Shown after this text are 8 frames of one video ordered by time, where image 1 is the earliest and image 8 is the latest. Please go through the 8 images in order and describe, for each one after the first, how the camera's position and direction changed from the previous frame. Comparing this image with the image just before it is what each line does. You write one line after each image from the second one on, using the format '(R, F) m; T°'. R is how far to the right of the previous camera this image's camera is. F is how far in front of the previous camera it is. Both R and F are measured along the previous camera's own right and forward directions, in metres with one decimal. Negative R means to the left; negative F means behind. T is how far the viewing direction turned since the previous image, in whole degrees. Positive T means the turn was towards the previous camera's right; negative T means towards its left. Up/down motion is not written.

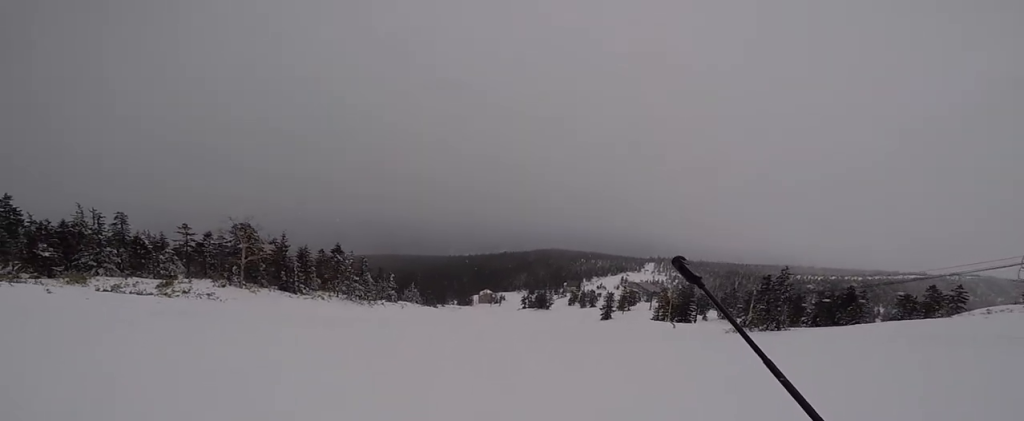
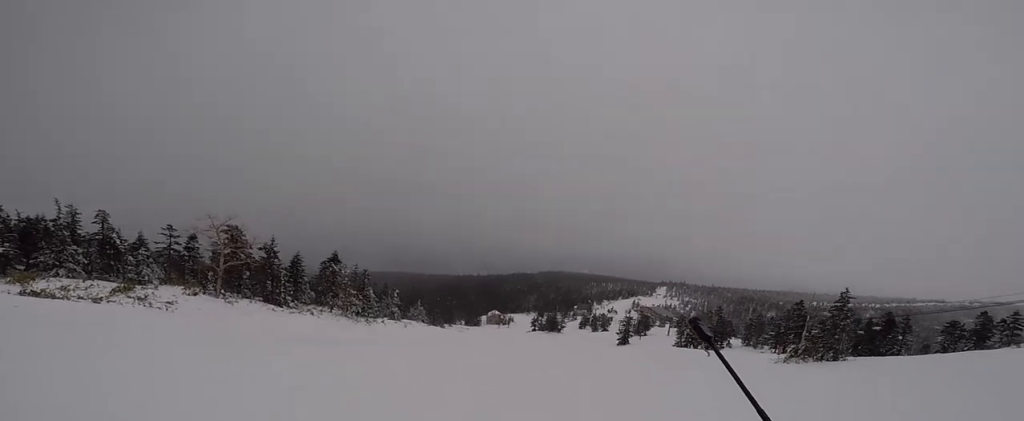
(-0.2, +7.7) m; -2°
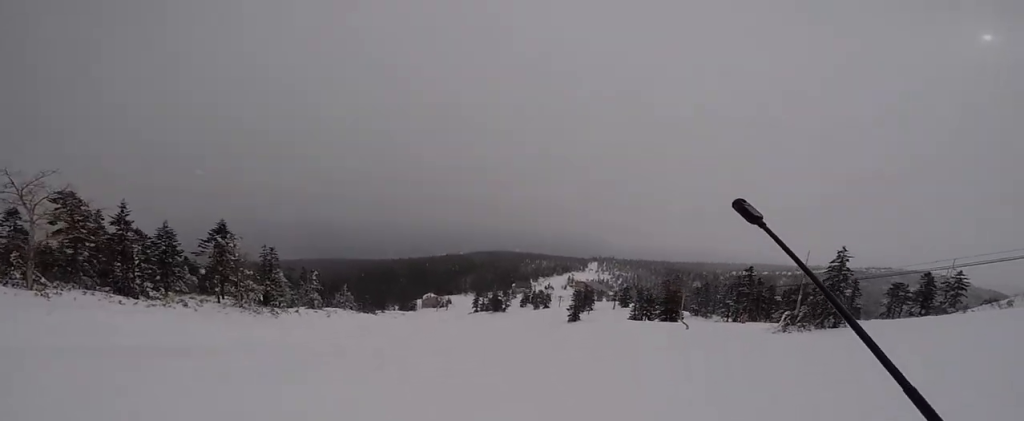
(-0.2, +11.4) m; +5°
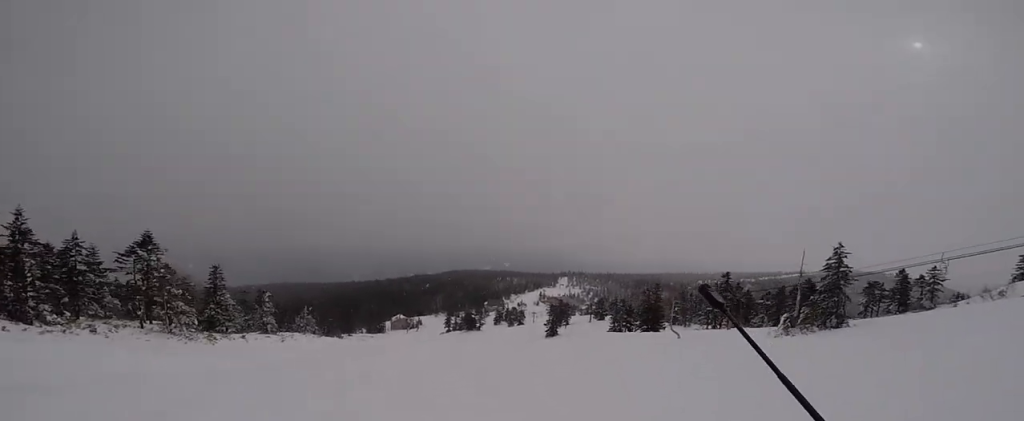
(-0.2, +4.8) m; +4°
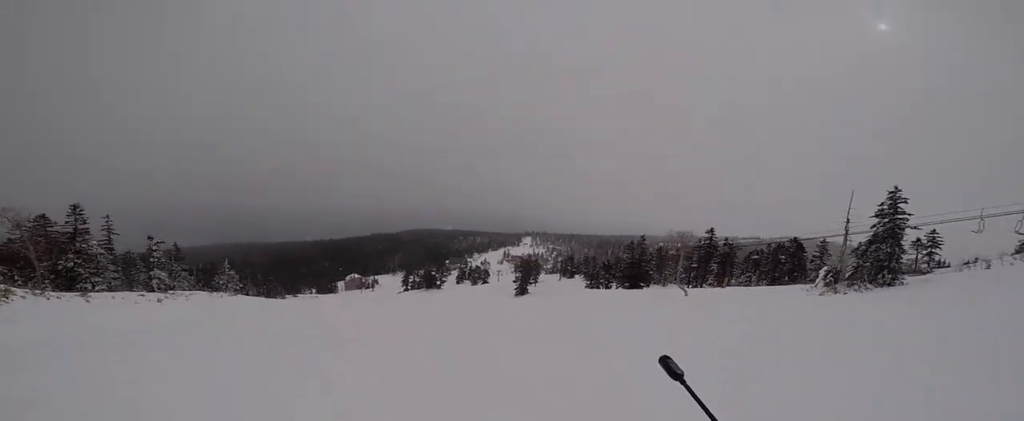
(+1.6, +11.1) m; +2°
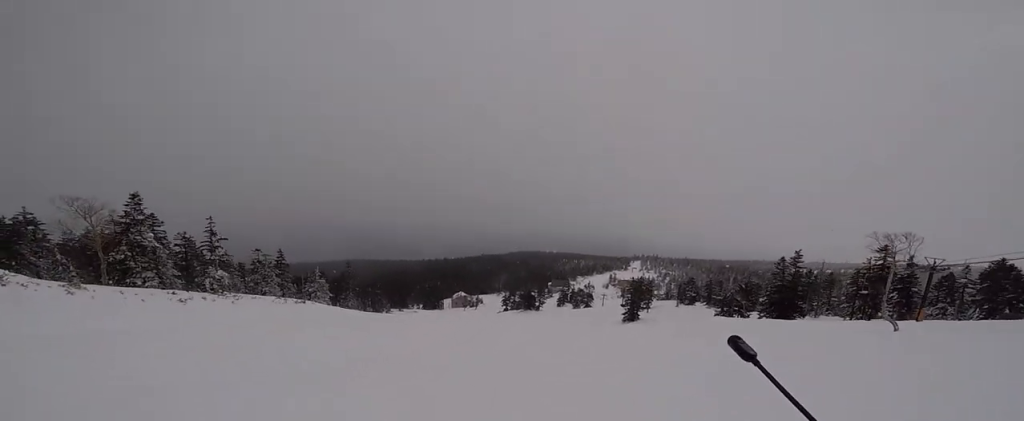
(-1.0, +10.5) m; -15°
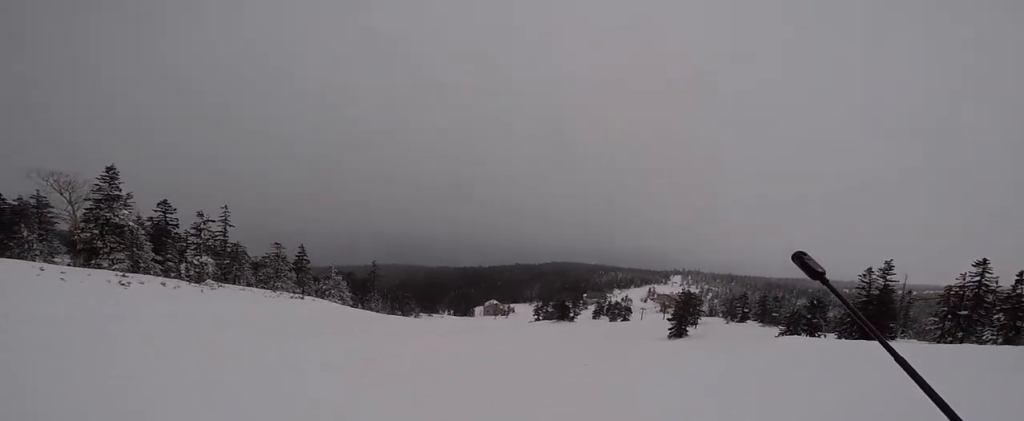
(-1.4, +6.6) m; -3°
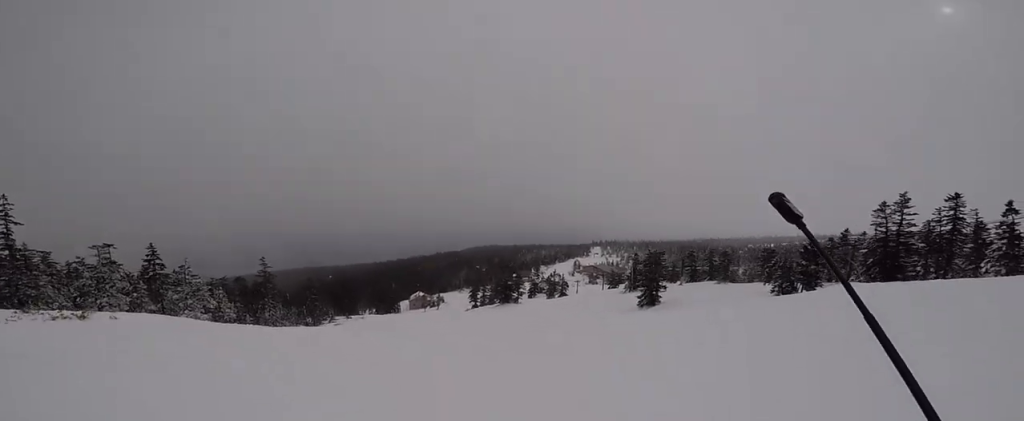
(+0.8, +14.1) m; +13°
